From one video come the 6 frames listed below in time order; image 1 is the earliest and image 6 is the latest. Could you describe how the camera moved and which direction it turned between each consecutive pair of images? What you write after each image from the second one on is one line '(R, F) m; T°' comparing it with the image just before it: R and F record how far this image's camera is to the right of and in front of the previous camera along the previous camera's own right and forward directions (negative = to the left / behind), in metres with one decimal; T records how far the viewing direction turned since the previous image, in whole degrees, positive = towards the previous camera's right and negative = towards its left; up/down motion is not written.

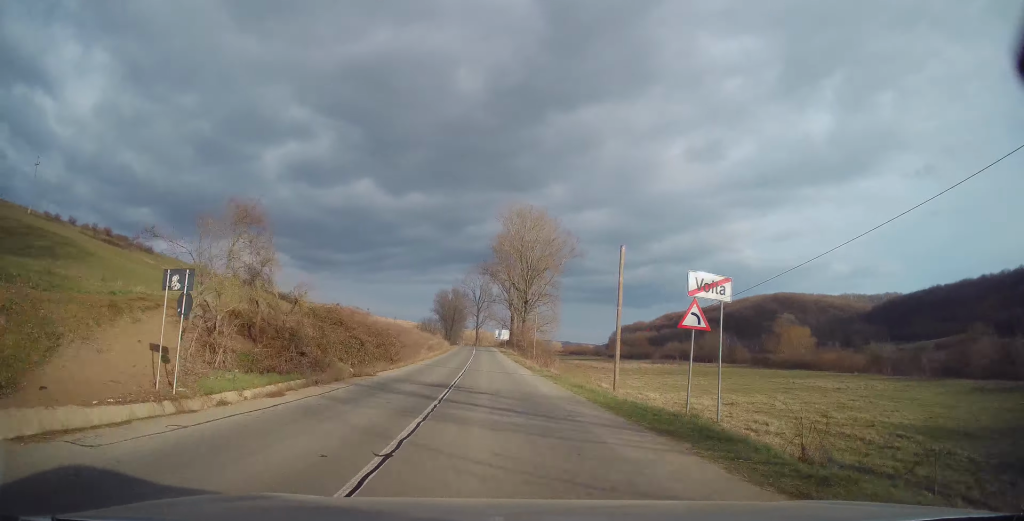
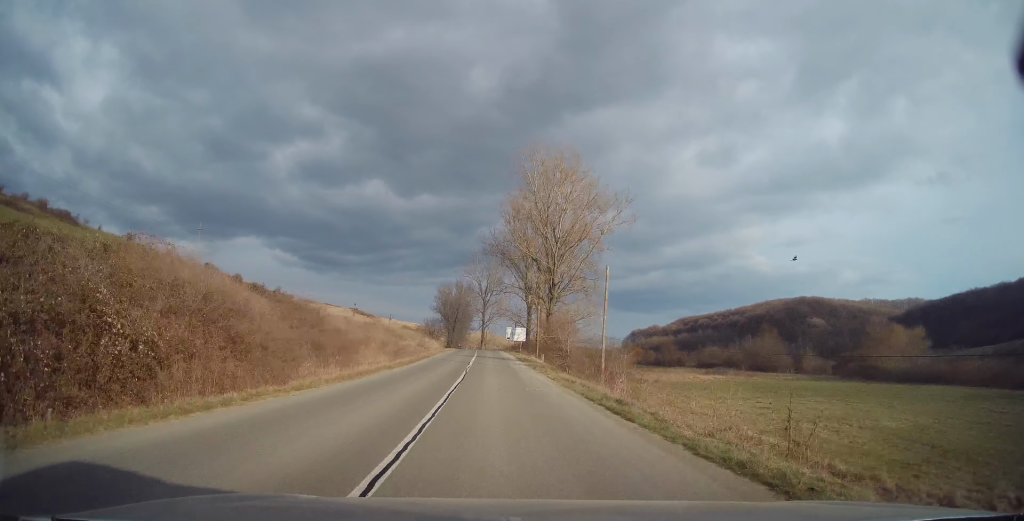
(0.0, +29.1) m; -1°
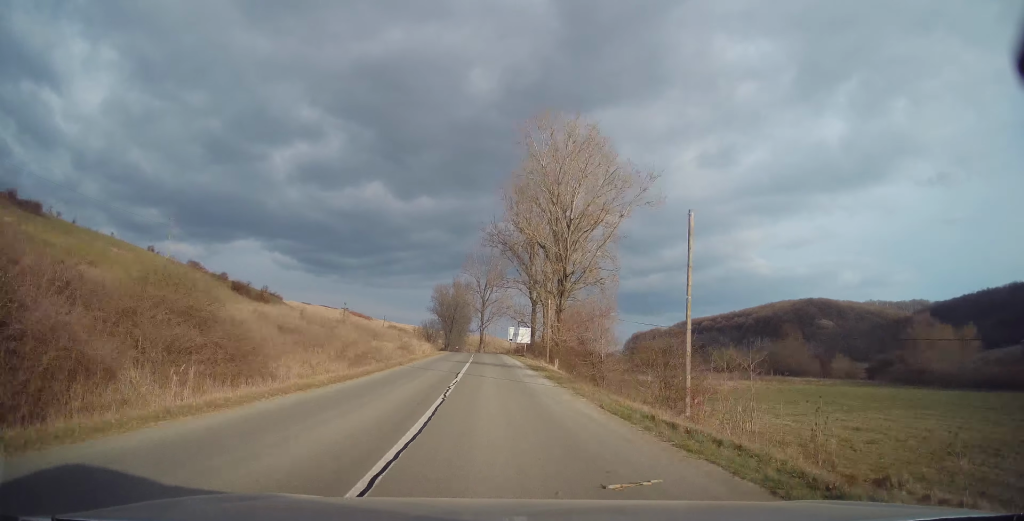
(-0.2, +10.7) m; -1°
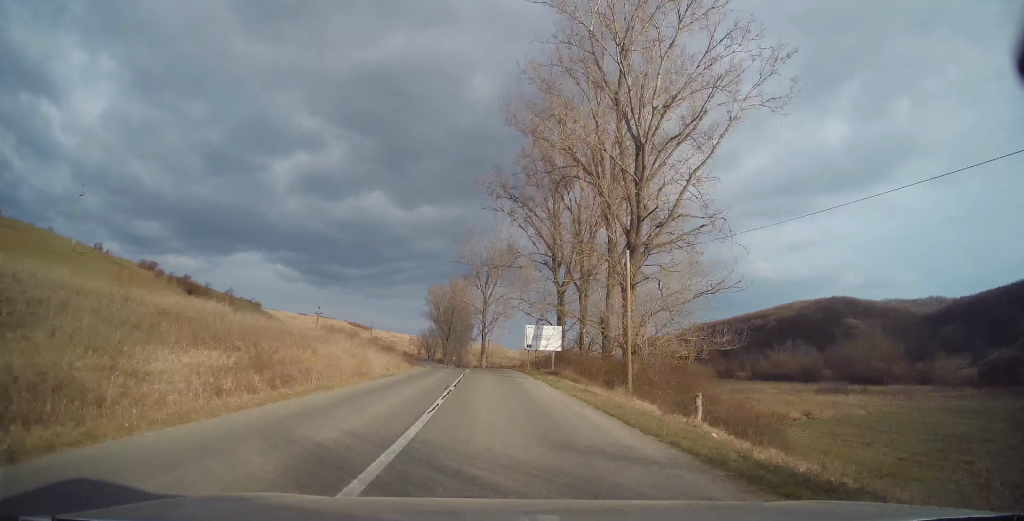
(0.0, +27.8) m; 0°
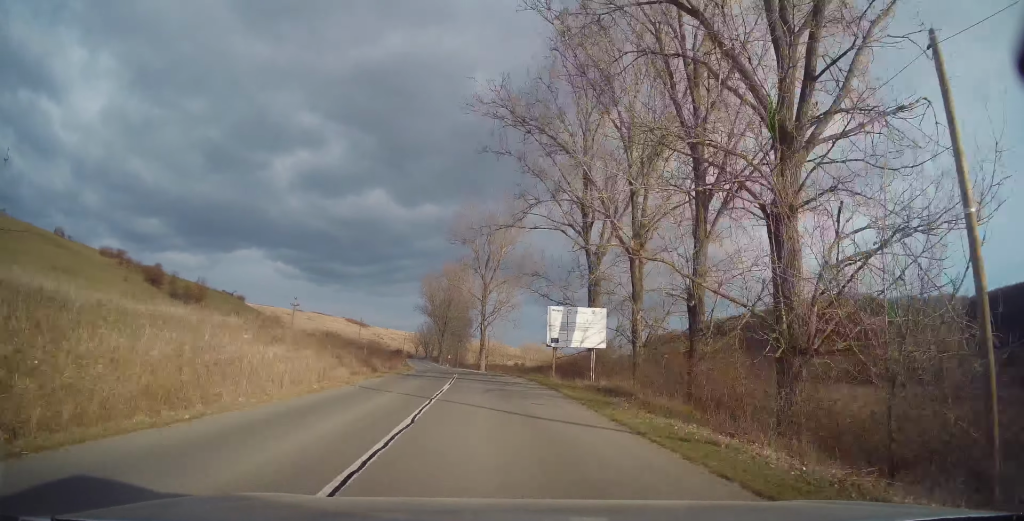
(0.0, +16.9) m; -1°
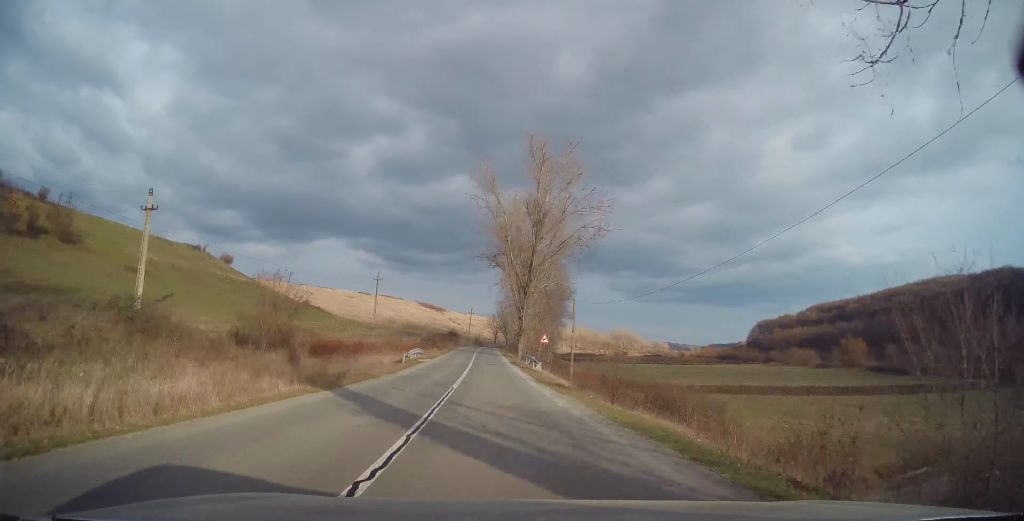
(-4.9, +74.4) m; -6°
